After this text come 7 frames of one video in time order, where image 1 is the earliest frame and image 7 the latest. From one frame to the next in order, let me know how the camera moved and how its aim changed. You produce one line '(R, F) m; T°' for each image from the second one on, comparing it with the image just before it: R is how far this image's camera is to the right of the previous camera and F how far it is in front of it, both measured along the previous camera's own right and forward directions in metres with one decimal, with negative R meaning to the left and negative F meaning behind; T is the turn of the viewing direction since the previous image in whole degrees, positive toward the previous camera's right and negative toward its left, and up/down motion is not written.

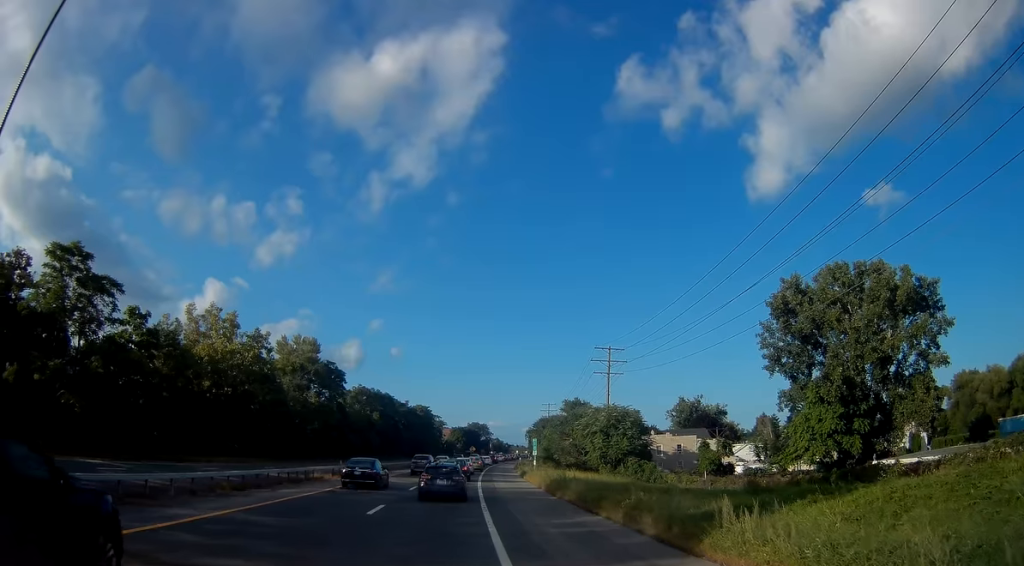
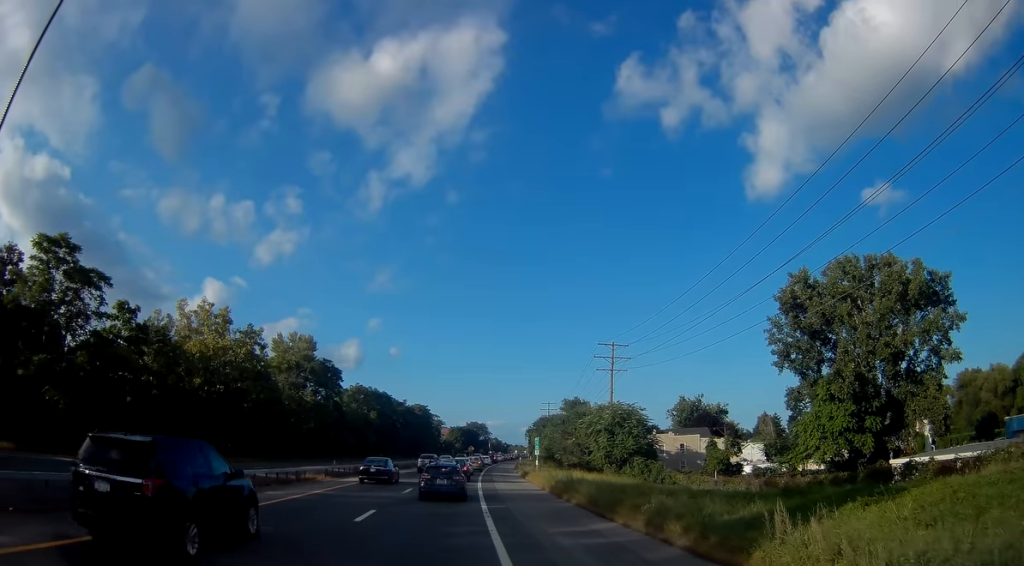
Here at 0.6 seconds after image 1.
(+0.2, +1.9) m; +1°
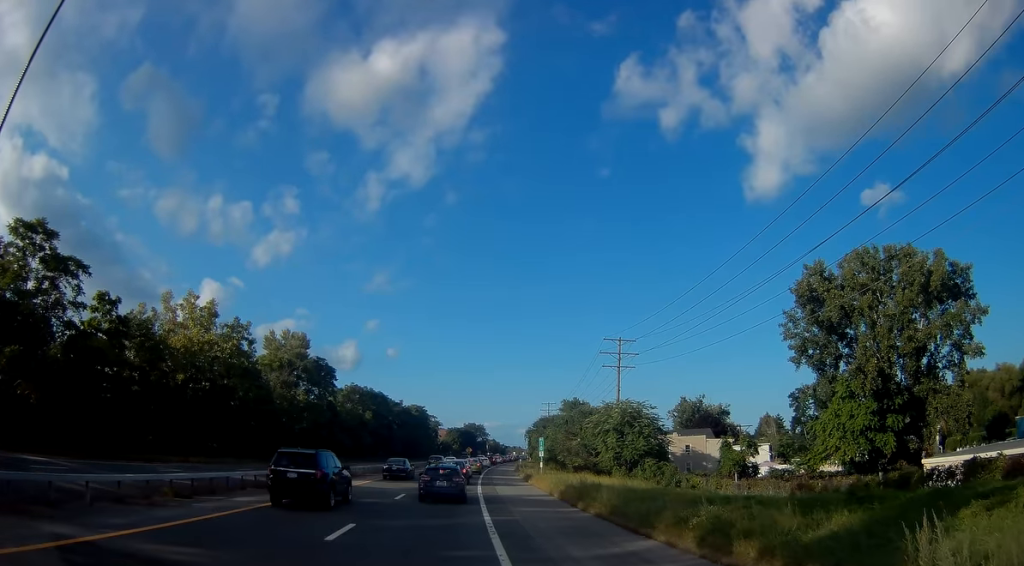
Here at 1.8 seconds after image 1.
(-0.1, +3.4) m; 0°
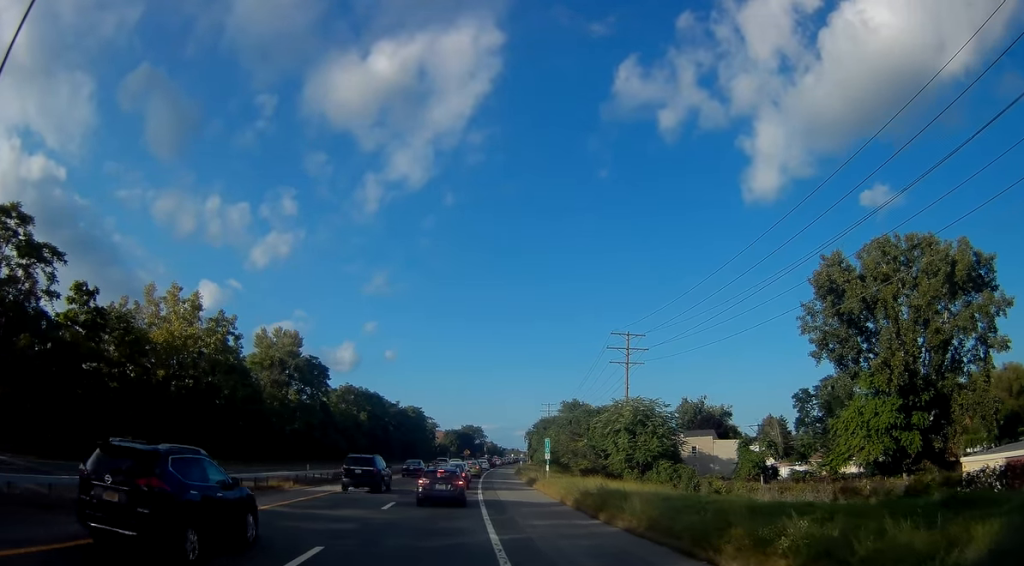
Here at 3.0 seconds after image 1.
(+0.2, +3.6) m; 0°
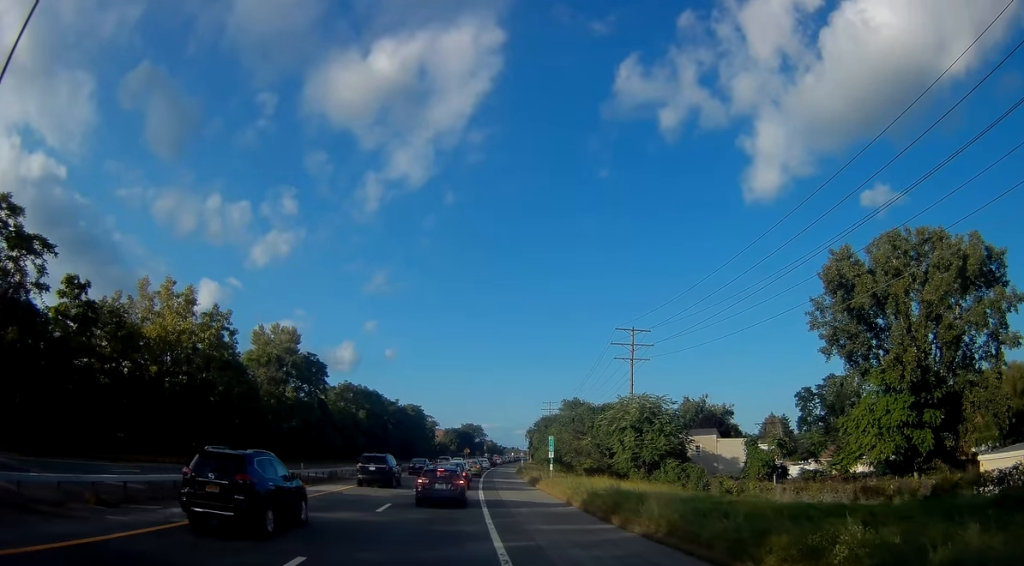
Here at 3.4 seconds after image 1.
(-0.1, +1.4) m; 0°
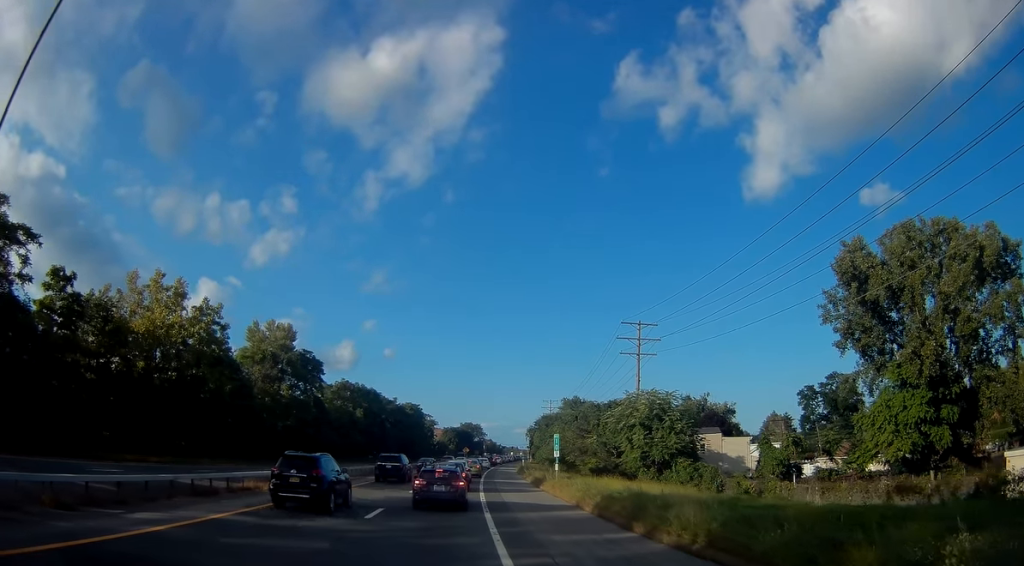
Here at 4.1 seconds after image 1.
(-0.1, +2.1) m; 0°
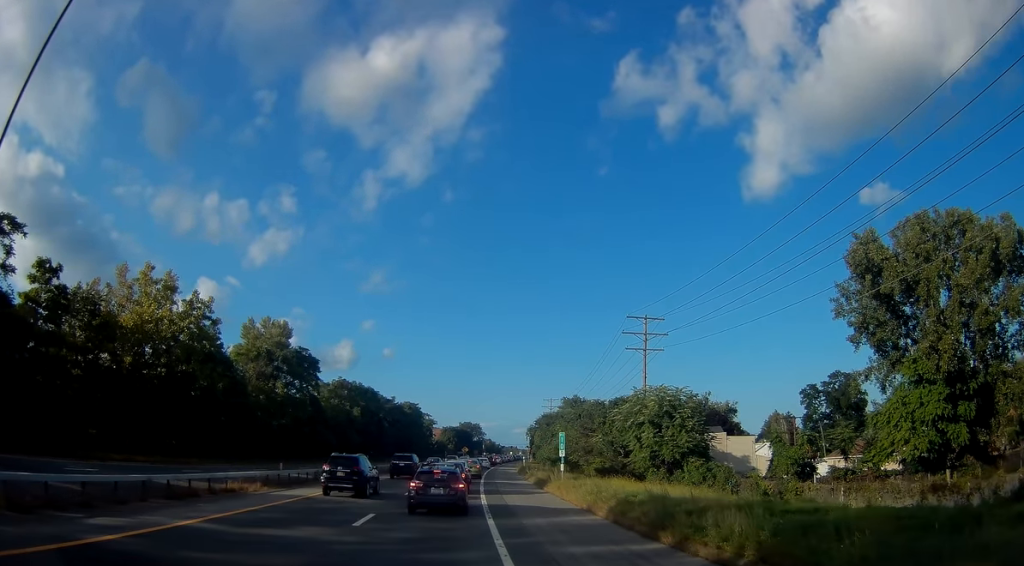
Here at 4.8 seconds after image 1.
(+0.2, +2.2) m; 0°
